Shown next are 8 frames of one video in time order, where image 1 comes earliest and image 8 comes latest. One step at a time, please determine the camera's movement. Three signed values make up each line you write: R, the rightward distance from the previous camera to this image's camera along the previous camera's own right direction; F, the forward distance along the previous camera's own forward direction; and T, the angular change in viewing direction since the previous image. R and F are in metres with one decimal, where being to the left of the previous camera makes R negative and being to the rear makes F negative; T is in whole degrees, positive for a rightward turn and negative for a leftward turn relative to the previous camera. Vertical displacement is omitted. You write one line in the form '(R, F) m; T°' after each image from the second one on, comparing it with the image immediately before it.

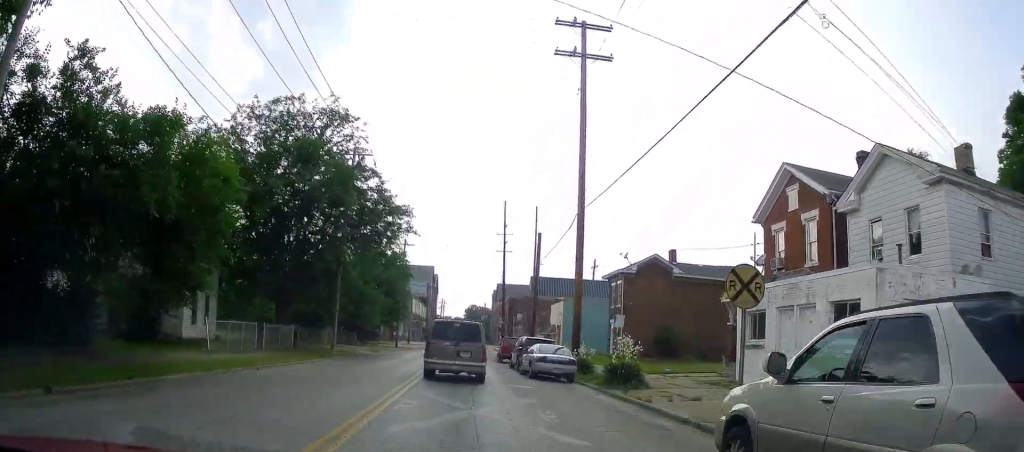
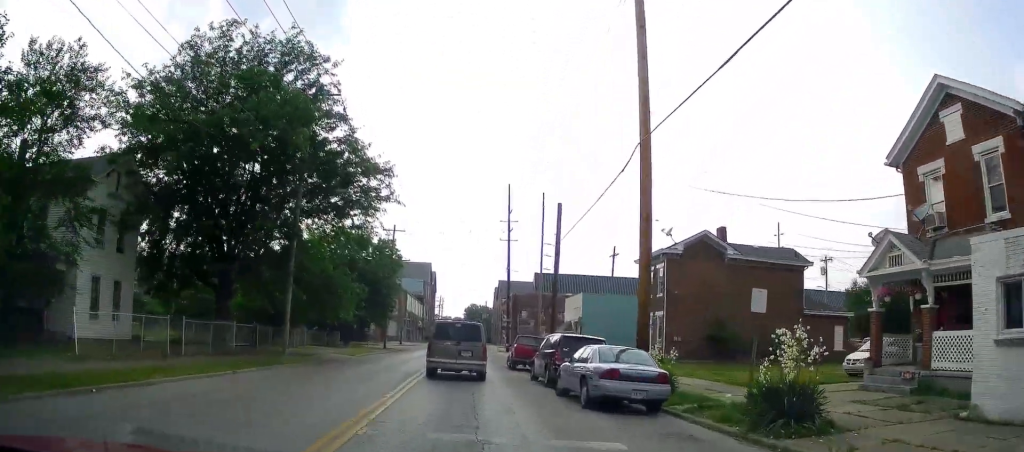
(+0.2, +10.5) m; +1°
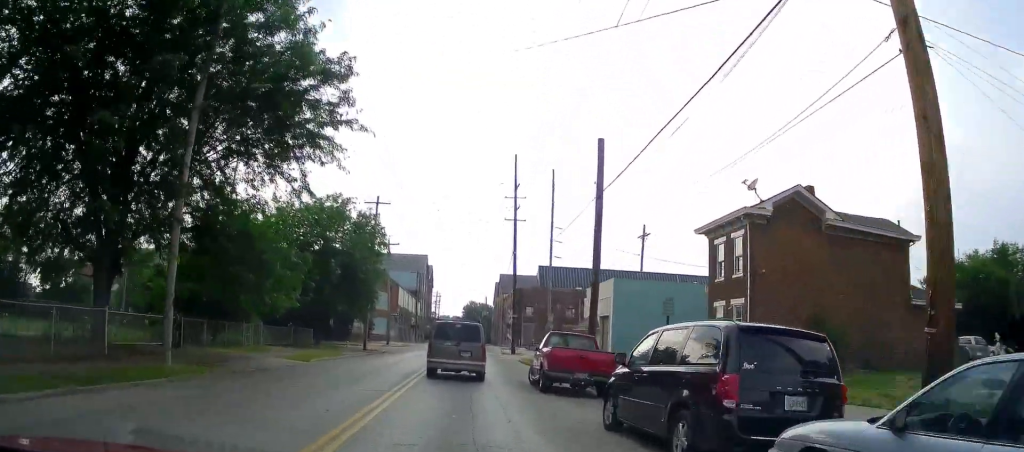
(0.0, +11.6) m; -1°
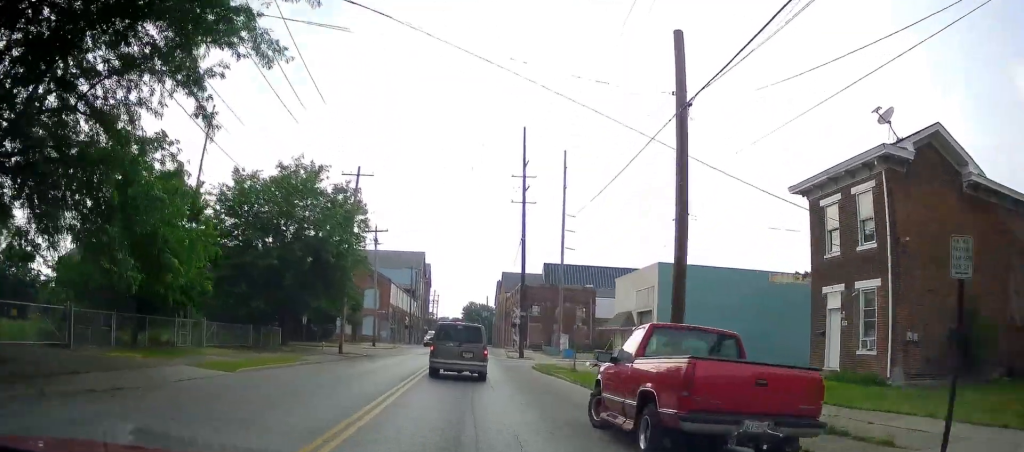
(-0.2, +9.7) m; -1°
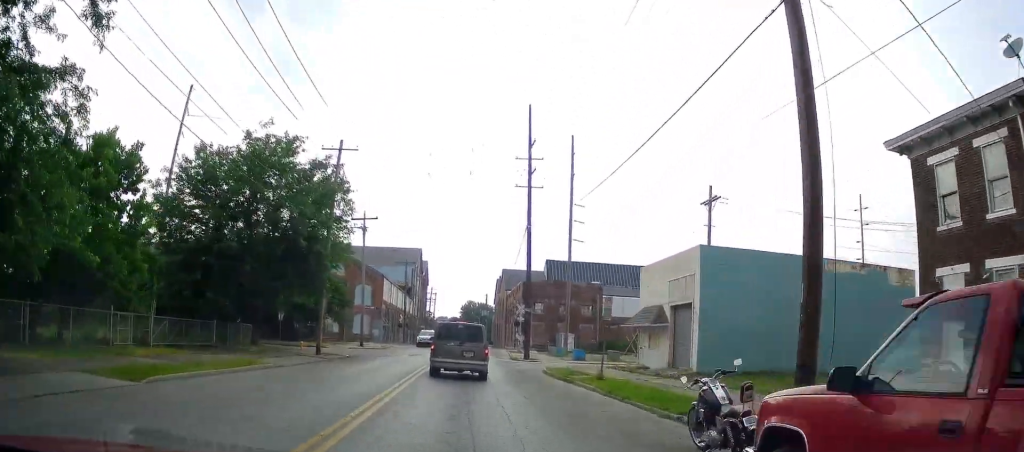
(0.0, +6.0) m; +1°
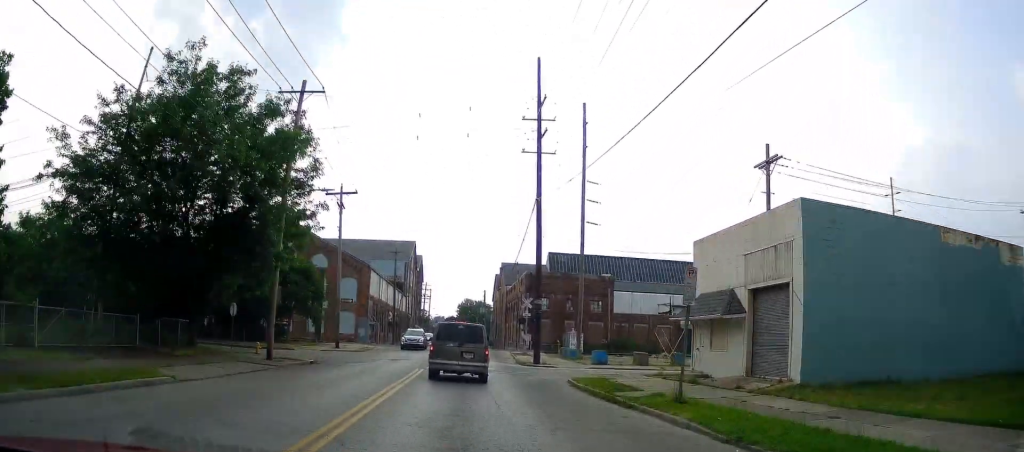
(+0.1, +8.6) m; 0°
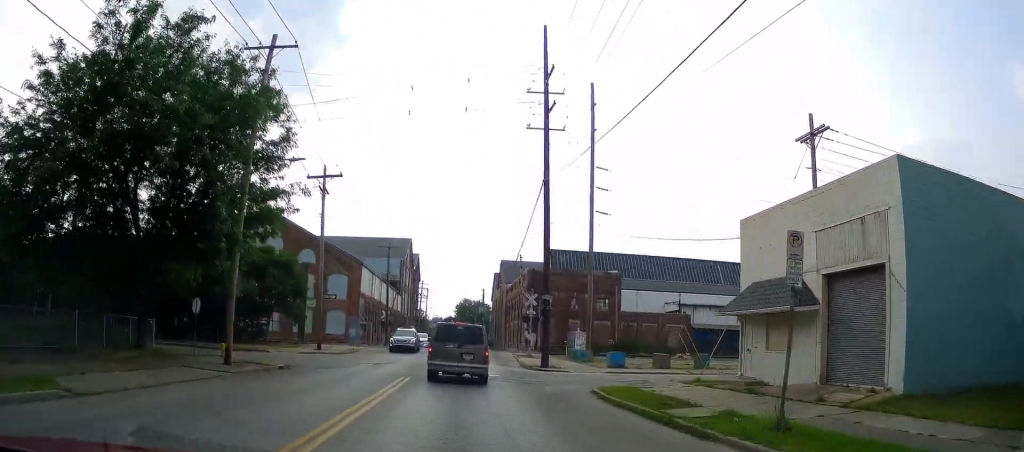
(0.0, +4.9) m; 0°
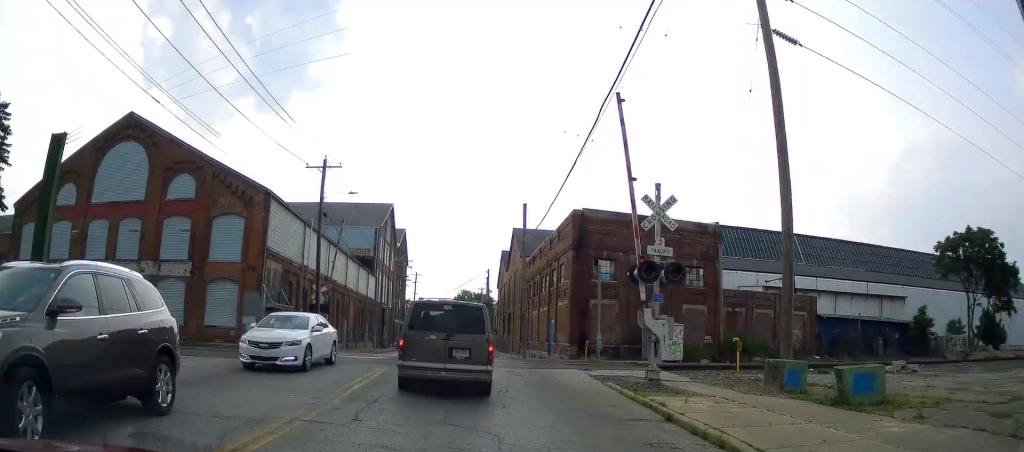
(-0.8, +32.2) m; -1°
